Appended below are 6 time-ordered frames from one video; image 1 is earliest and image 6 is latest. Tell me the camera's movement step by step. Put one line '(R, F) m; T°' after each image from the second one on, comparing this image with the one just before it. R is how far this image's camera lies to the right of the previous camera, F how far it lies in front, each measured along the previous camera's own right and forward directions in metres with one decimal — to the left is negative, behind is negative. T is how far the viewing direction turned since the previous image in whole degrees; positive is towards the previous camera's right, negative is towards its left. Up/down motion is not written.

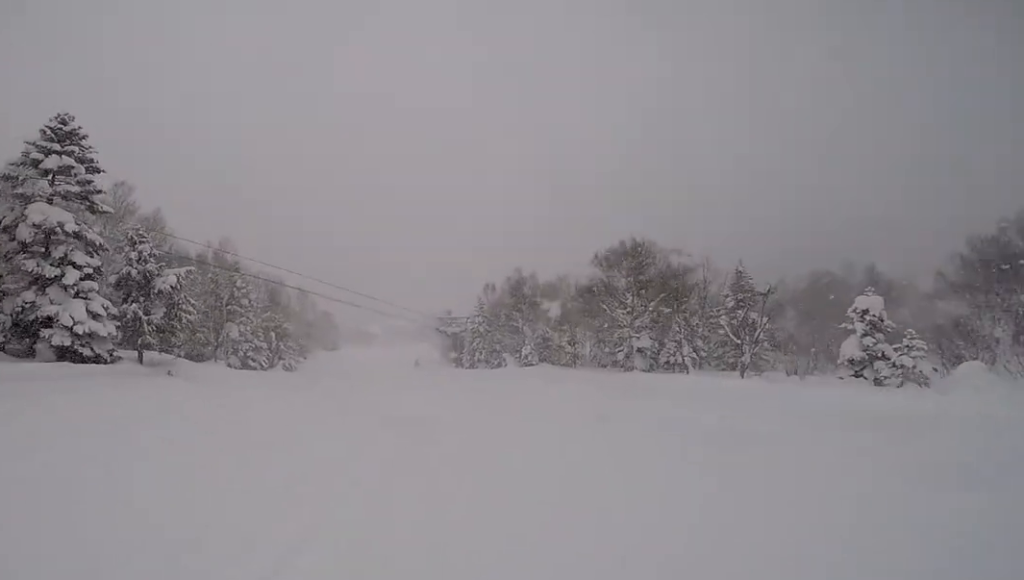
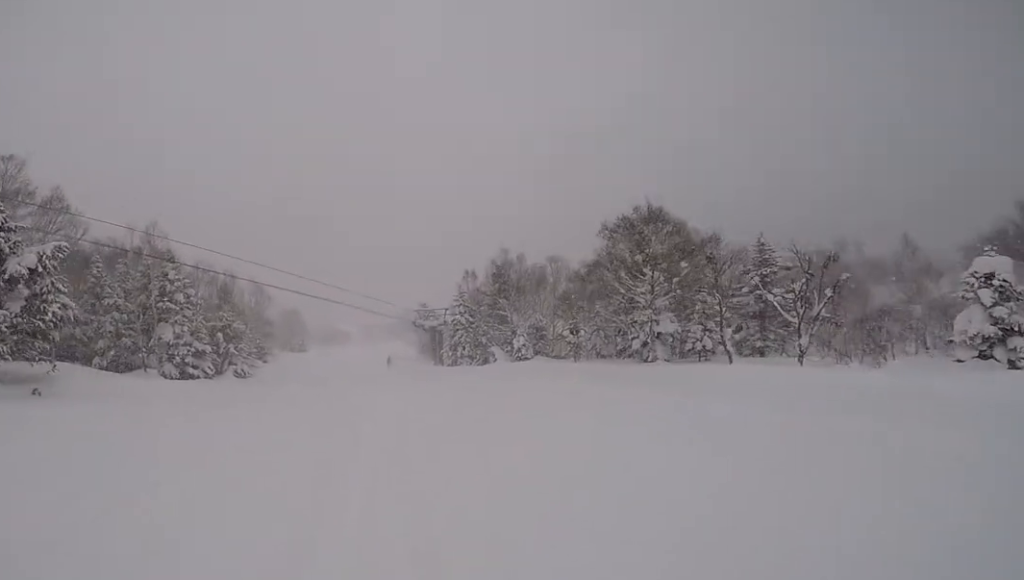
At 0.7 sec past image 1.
(0.0, +7.2) m; 0°
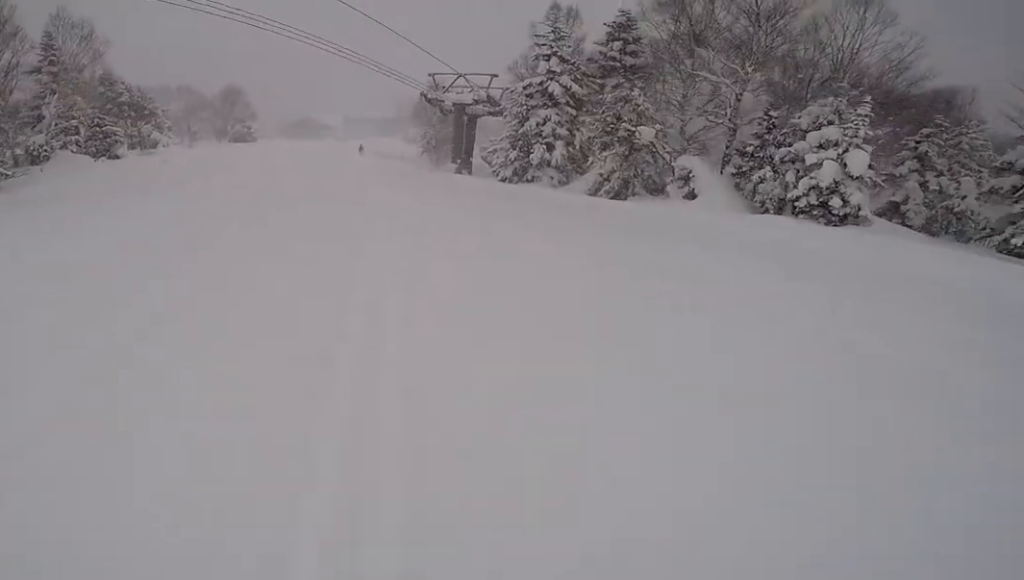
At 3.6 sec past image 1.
(0.0, +30.0) m; -2°
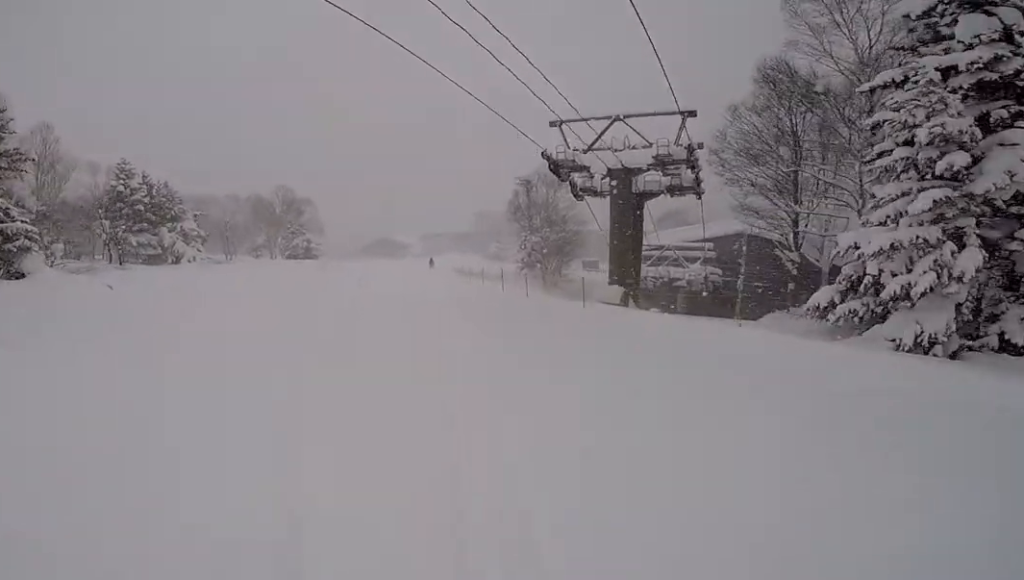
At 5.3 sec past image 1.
(-2.1, +16.2) m; -8°
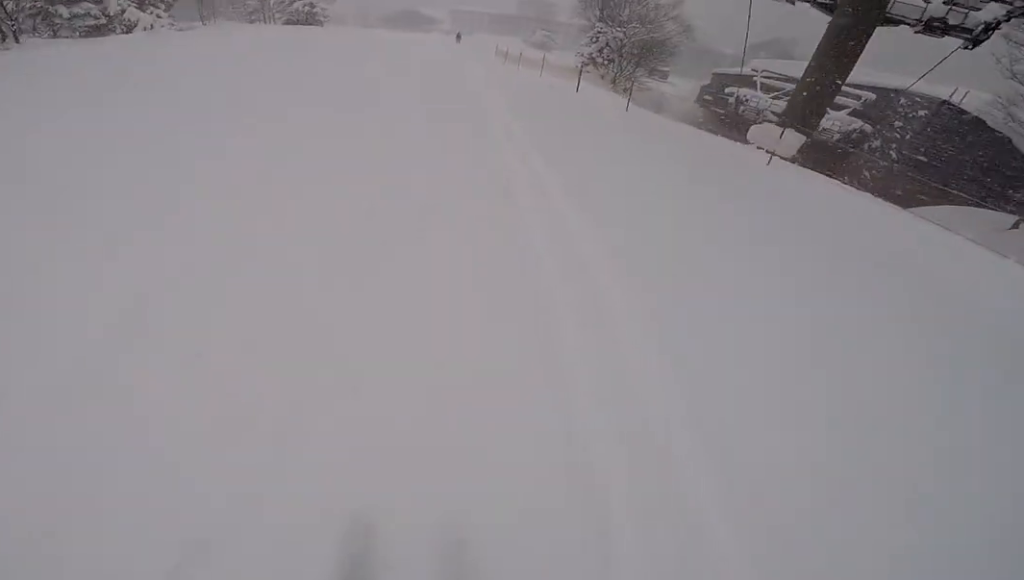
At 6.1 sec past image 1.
(+0.7, +6.4) m; +6°
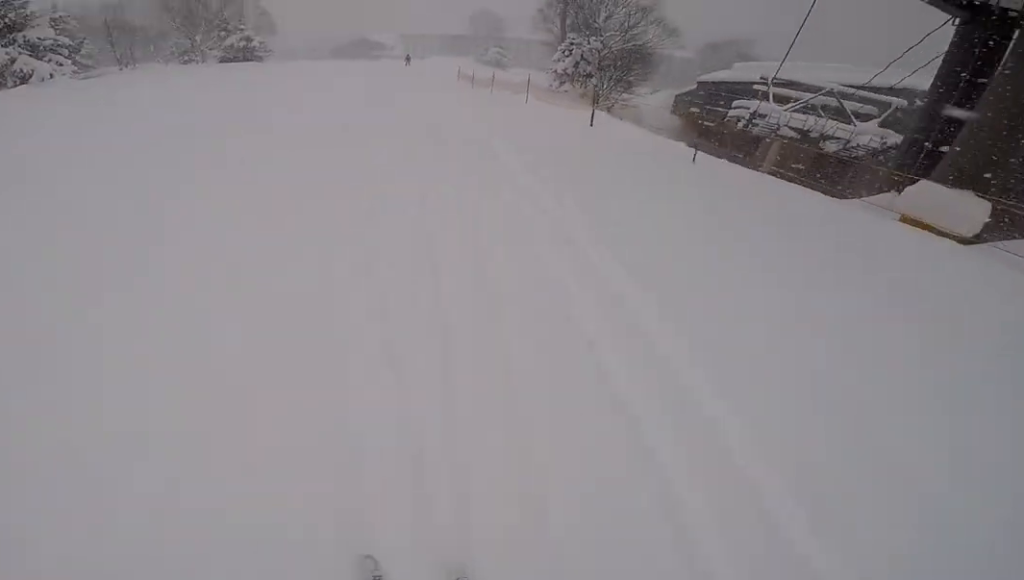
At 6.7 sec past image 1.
(+0.3, +5.3) m; +1°
